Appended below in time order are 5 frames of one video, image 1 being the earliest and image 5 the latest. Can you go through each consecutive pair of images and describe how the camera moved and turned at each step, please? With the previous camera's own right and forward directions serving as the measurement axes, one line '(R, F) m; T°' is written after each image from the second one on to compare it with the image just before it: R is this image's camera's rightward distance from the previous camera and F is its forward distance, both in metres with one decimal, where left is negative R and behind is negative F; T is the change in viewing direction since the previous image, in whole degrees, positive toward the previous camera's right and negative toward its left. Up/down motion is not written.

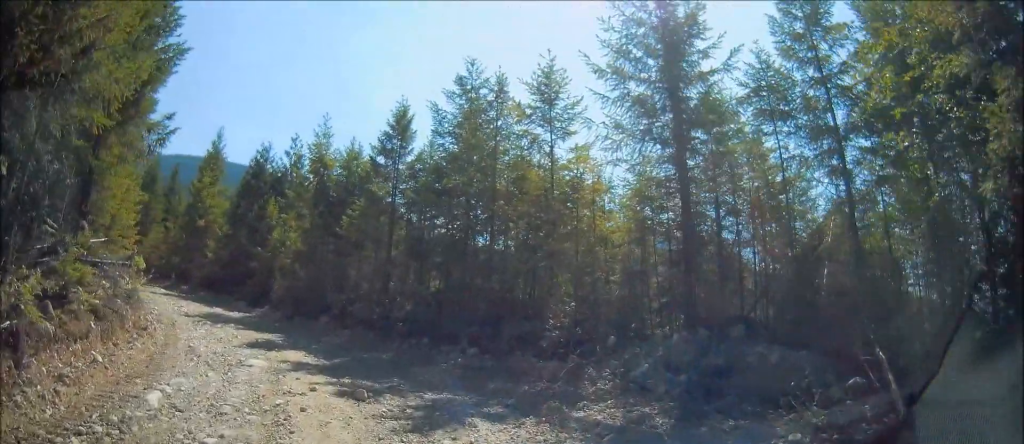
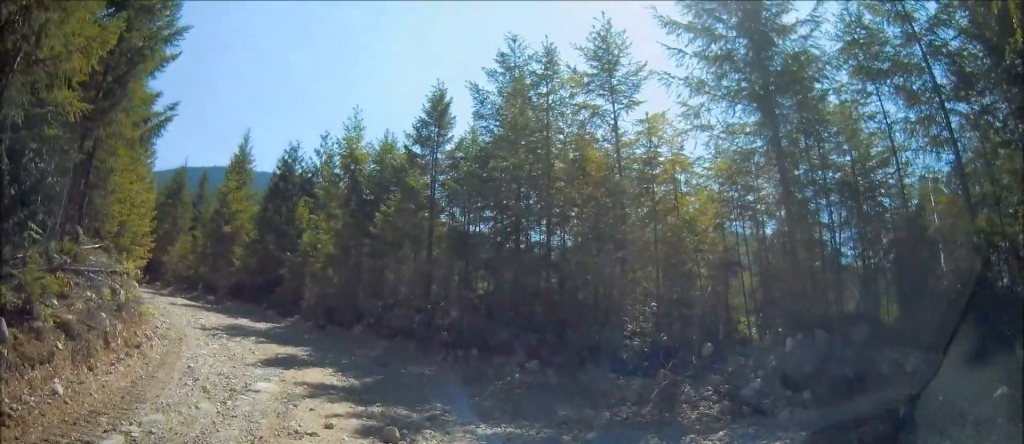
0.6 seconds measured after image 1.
(-0.1, +2.1) m; -7°
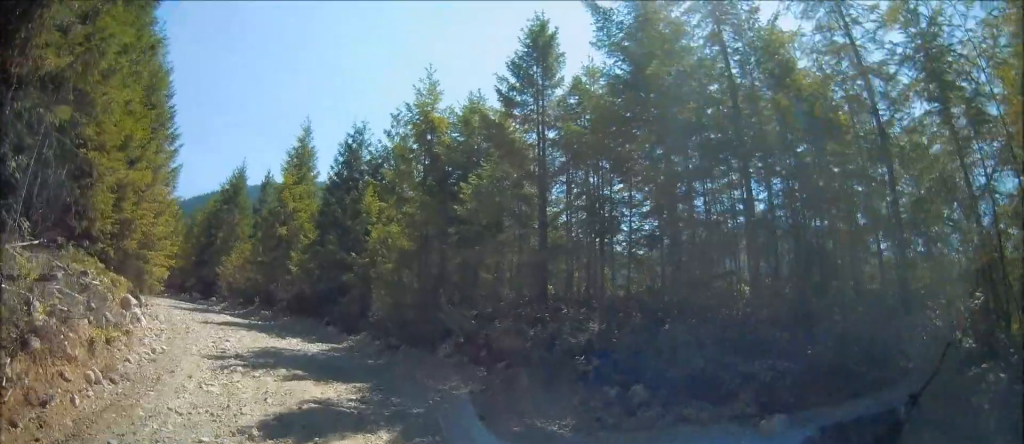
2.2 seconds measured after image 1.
(-0.9, +5.4) m; -19°
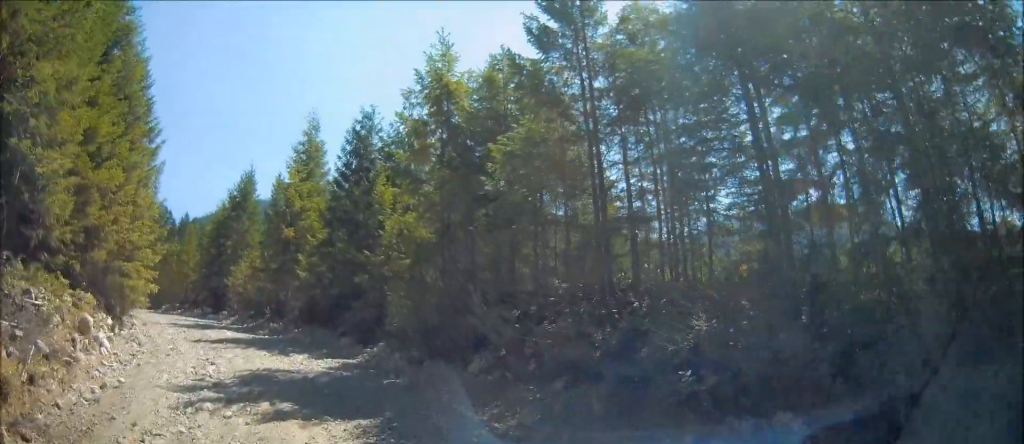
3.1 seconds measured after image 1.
(-0.3, +2.7) m; -2°
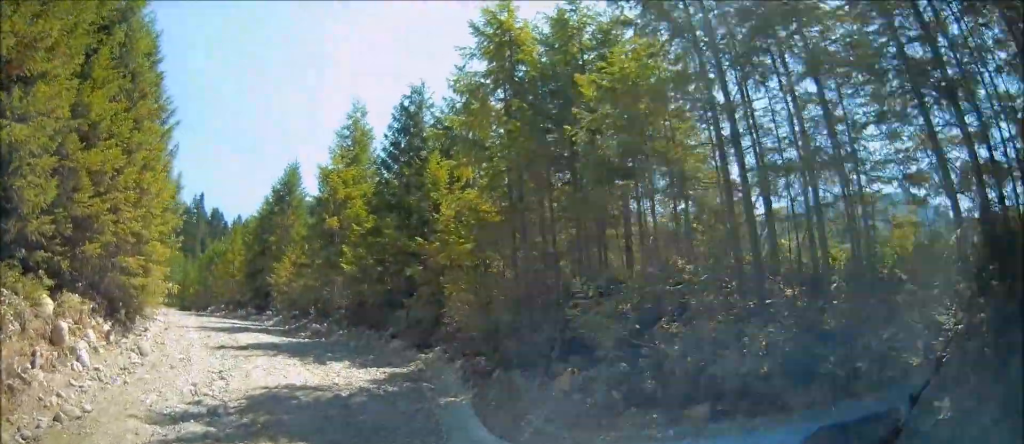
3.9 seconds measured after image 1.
(0.0, +2.3) m; +5°
